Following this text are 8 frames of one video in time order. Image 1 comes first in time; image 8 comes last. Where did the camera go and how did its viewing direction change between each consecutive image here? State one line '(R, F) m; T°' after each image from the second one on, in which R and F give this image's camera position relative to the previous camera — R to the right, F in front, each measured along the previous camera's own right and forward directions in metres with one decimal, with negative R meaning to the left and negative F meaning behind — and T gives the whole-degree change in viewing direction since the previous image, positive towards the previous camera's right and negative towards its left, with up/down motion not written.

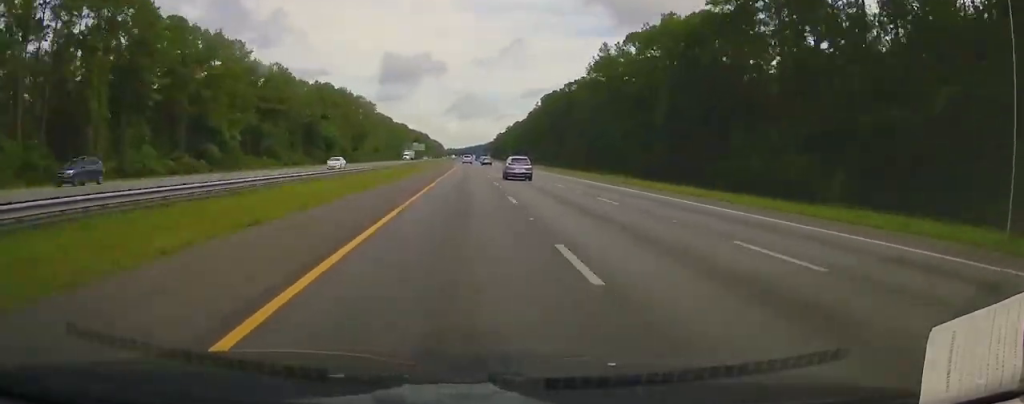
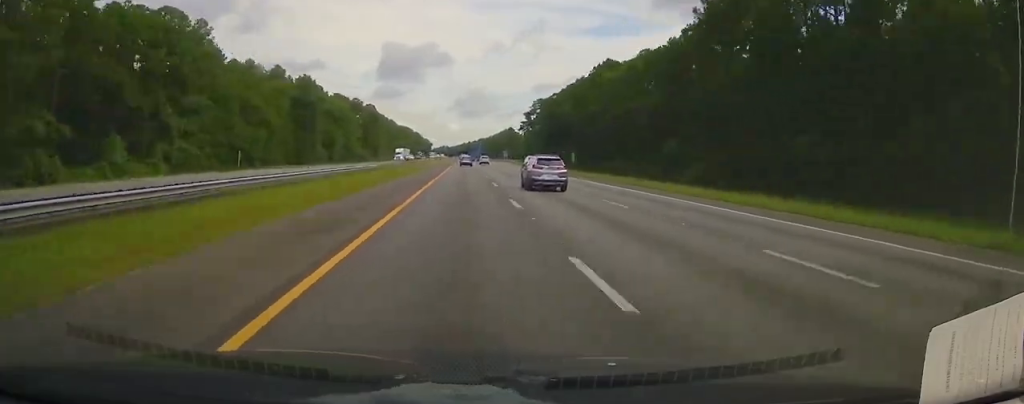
(+0.1, +311.6) m; 0°
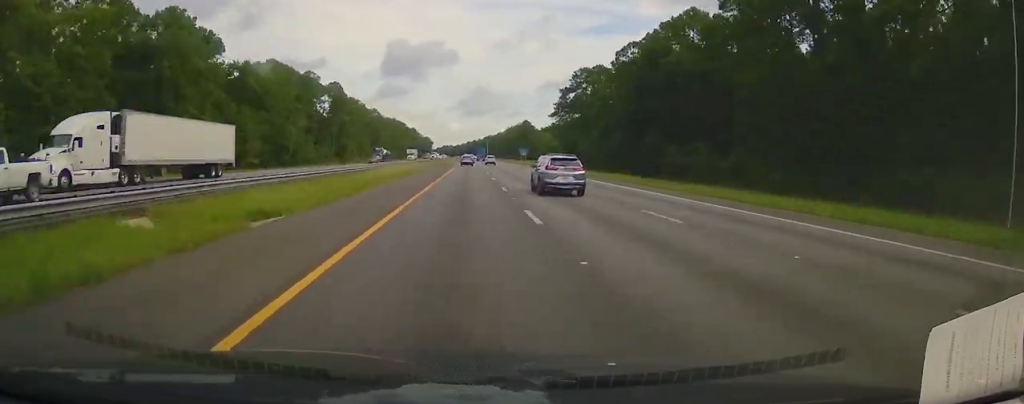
(+0.4, +79.2) m; 0°
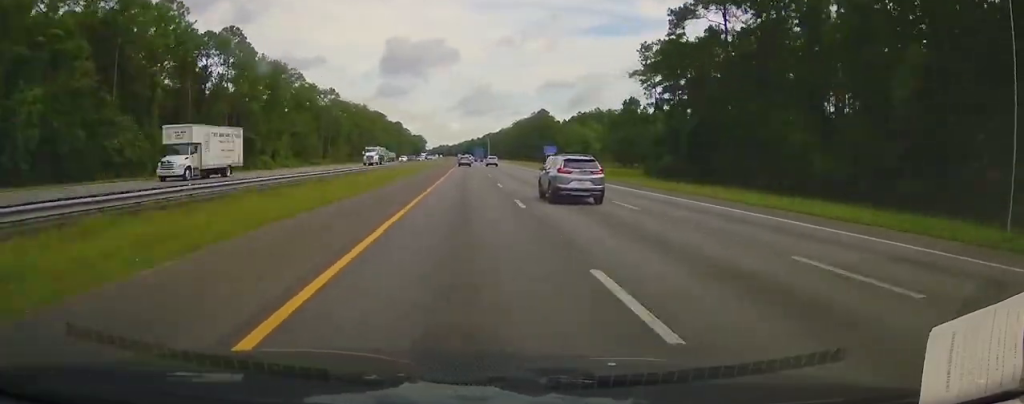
(-0.4, +84.0) m; 0°
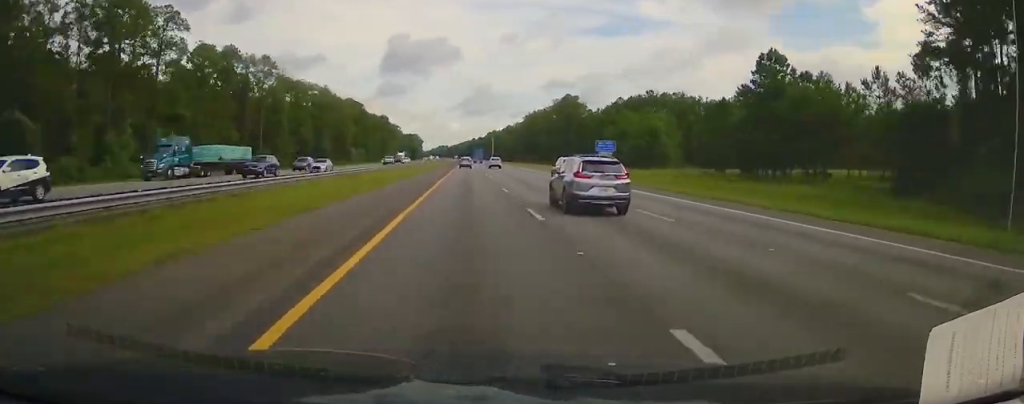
(-0.2, +65.5) m; 0°
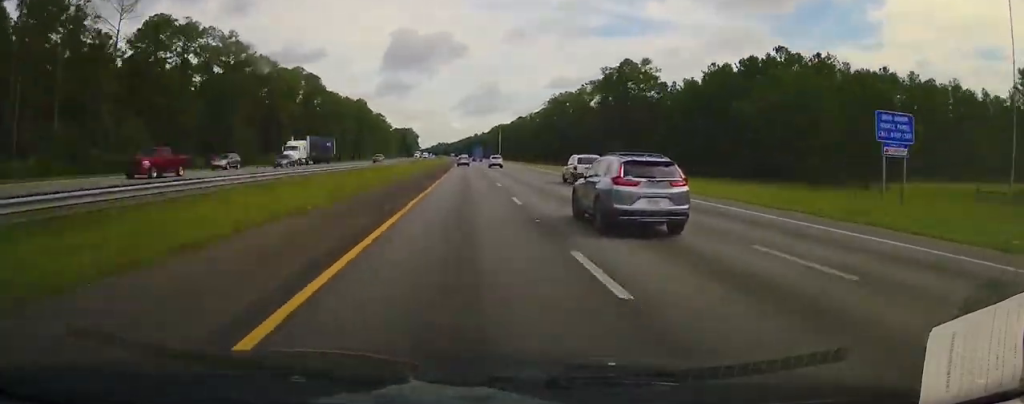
(-0.4, +70.4) m; 0°
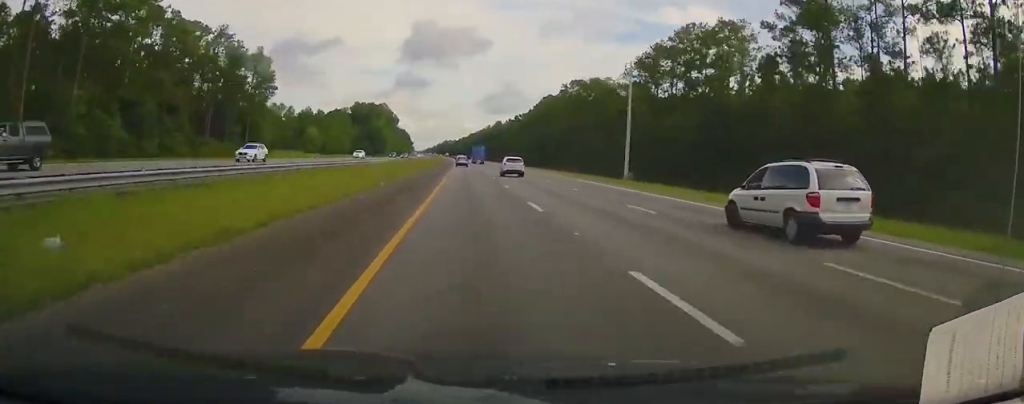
(-1.6, +236.6) m; -1°
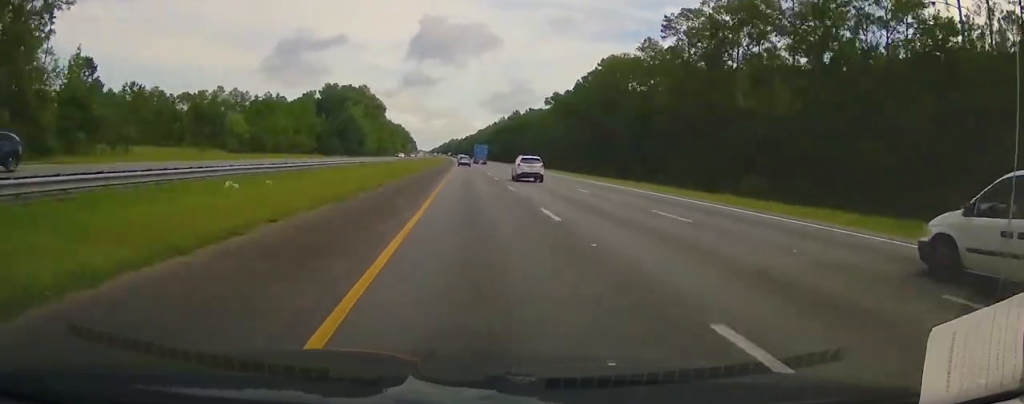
(-0.1, +76.3) m; -1°
